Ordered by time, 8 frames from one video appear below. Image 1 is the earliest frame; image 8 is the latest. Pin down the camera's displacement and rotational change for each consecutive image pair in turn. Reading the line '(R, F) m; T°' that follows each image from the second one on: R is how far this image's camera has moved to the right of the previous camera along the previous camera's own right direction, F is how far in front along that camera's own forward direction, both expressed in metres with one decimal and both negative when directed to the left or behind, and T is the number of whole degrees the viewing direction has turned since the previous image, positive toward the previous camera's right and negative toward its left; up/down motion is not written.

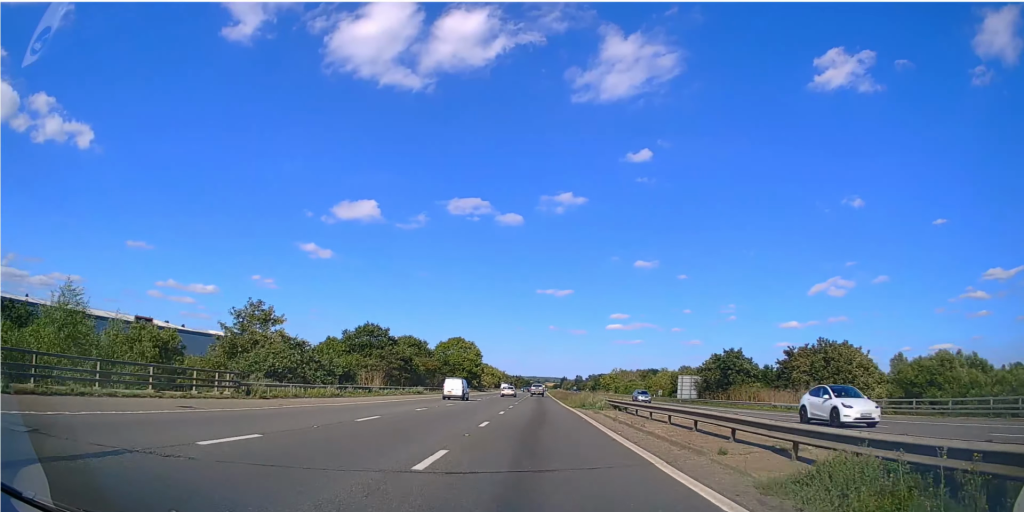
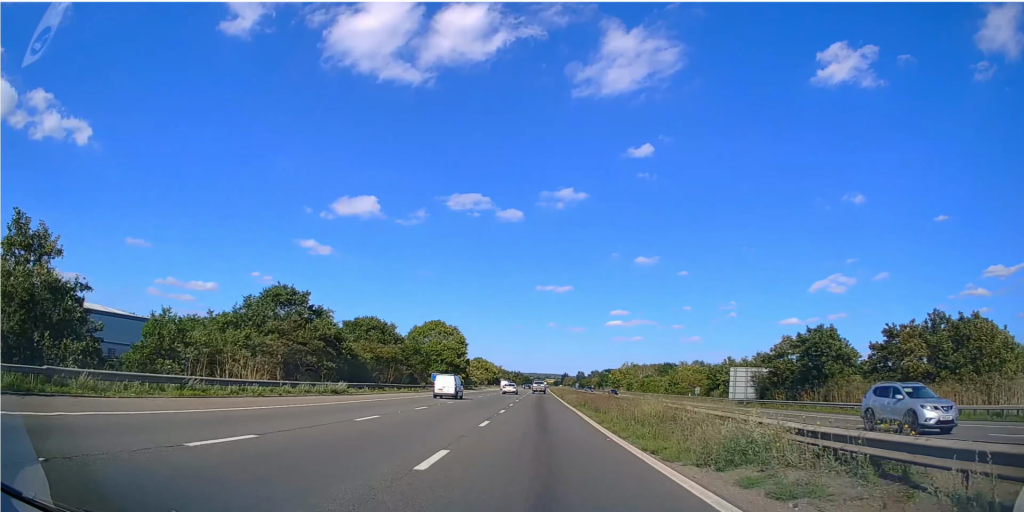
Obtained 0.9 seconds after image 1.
(+0.1, +26.1) m; 0°
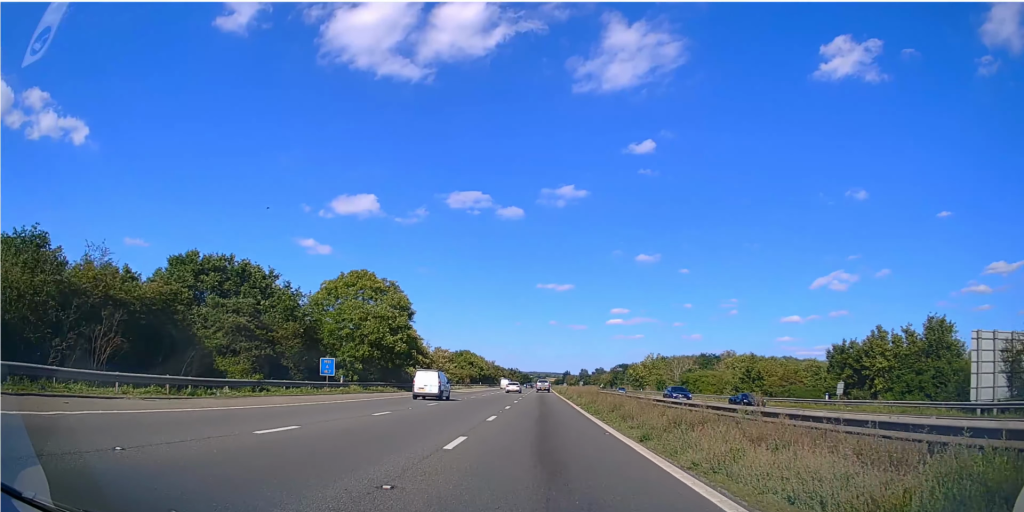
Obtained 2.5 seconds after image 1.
(-0.2, +43.6) m; 0°
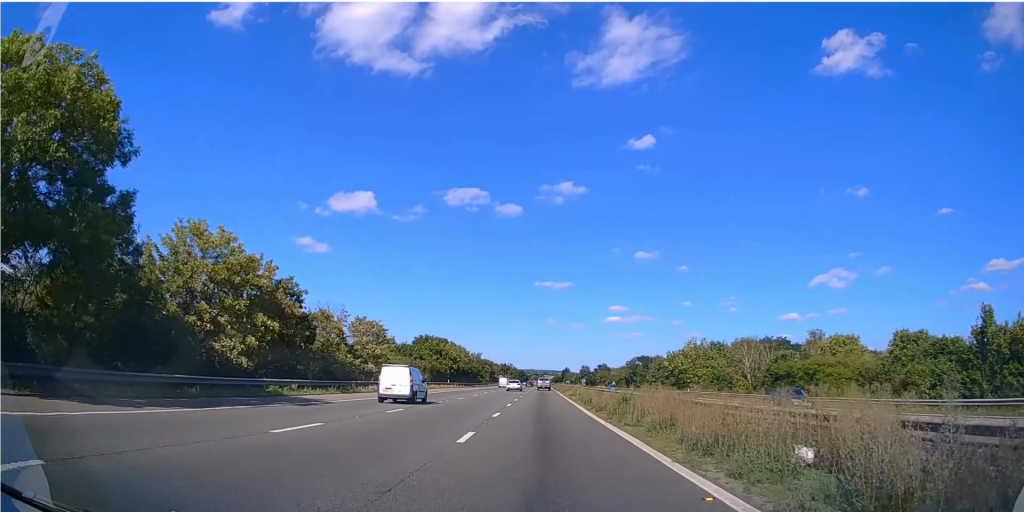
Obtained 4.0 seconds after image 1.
(+0.5, +44.4) m; 0°
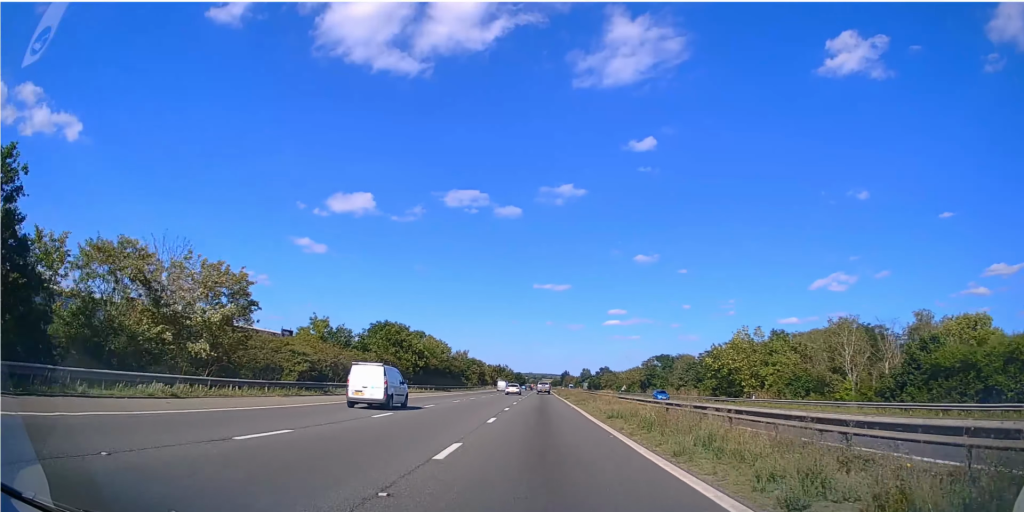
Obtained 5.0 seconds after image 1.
(0.0, +27.8) m; 0°
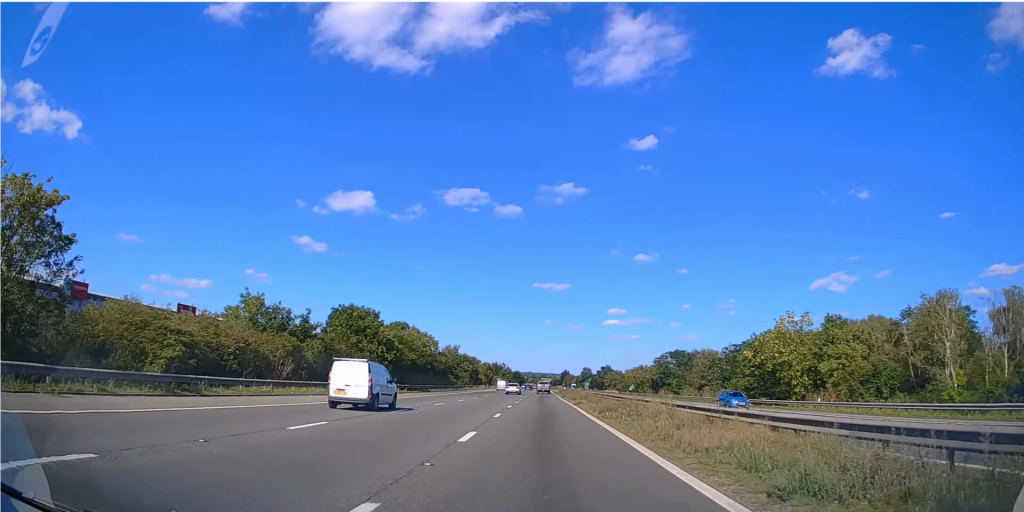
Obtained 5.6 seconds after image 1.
(+0.1, +15.6) m; 0°
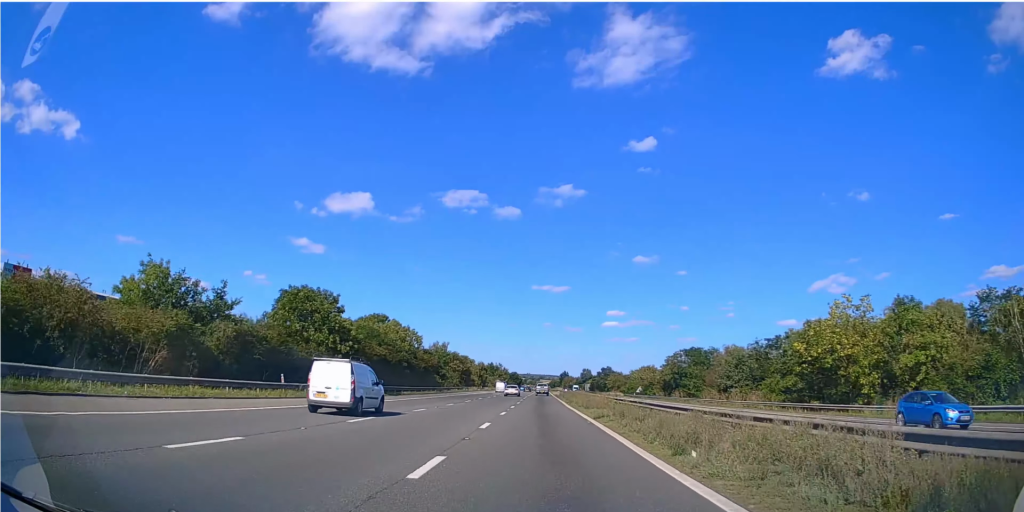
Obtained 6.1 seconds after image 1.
(-0.1, +13.6) m; 0°
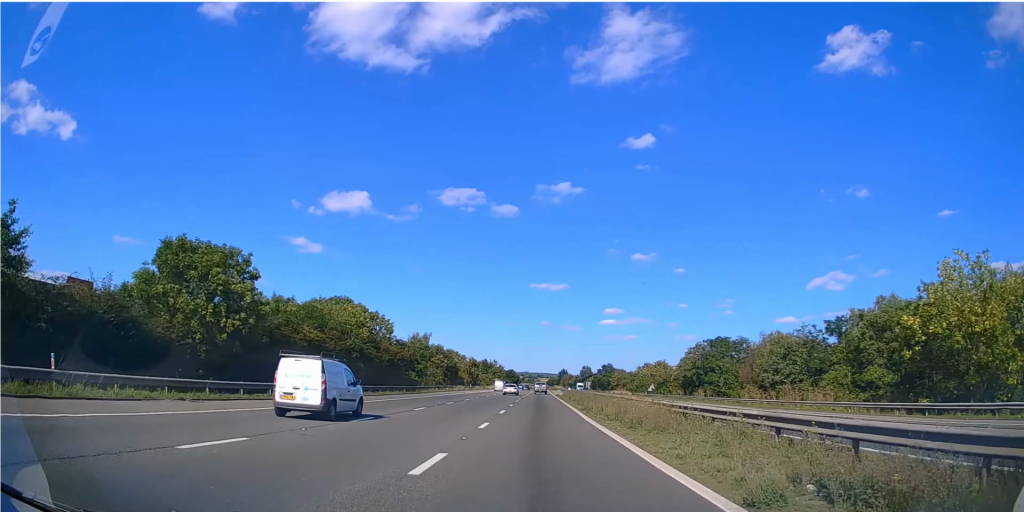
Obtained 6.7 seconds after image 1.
(0.0, +17.2) m; 0°
